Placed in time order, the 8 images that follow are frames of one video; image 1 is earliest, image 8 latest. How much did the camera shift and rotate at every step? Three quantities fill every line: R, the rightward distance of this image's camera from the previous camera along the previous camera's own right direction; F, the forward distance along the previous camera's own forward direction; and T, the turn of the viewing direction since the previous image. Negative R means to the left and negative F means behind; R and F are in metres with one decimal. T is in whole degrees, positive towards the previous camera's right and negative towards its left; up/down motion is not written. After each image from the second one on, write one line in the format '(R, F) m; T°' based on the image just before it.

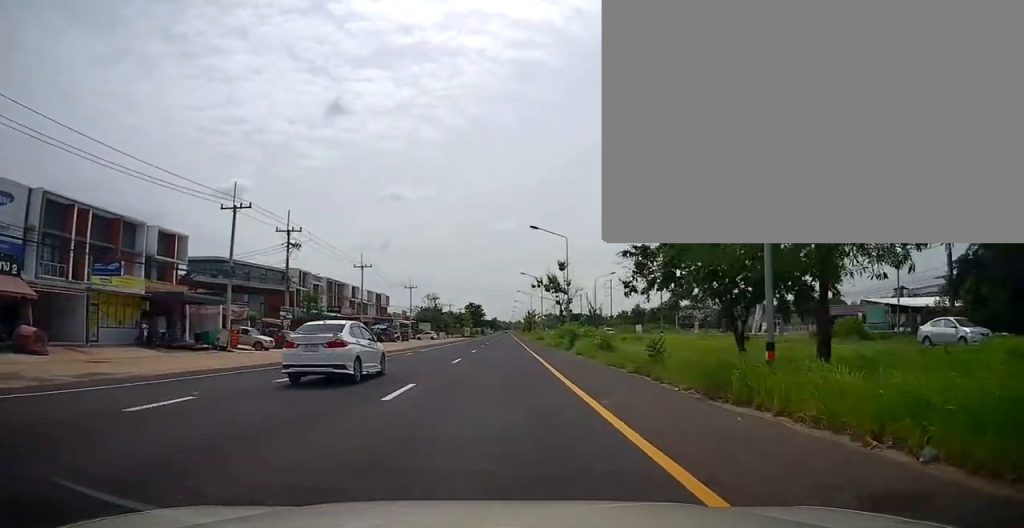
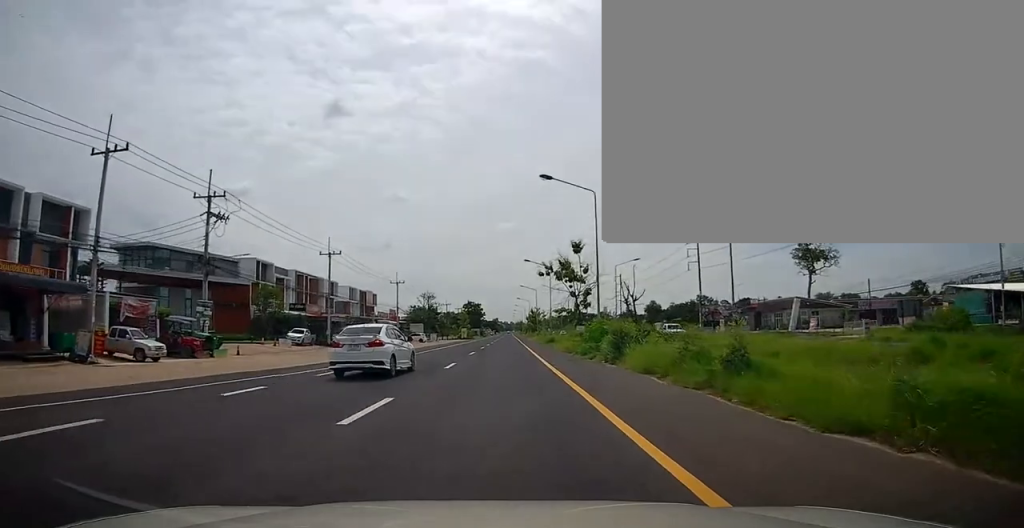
(+0.1, +14.6) m; 0°
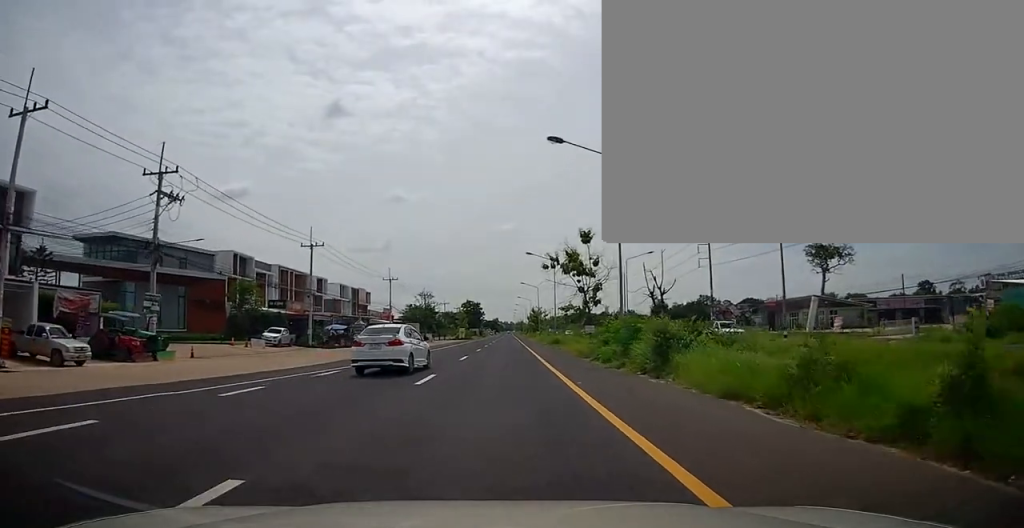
(0.0, +6.0) m; 0°
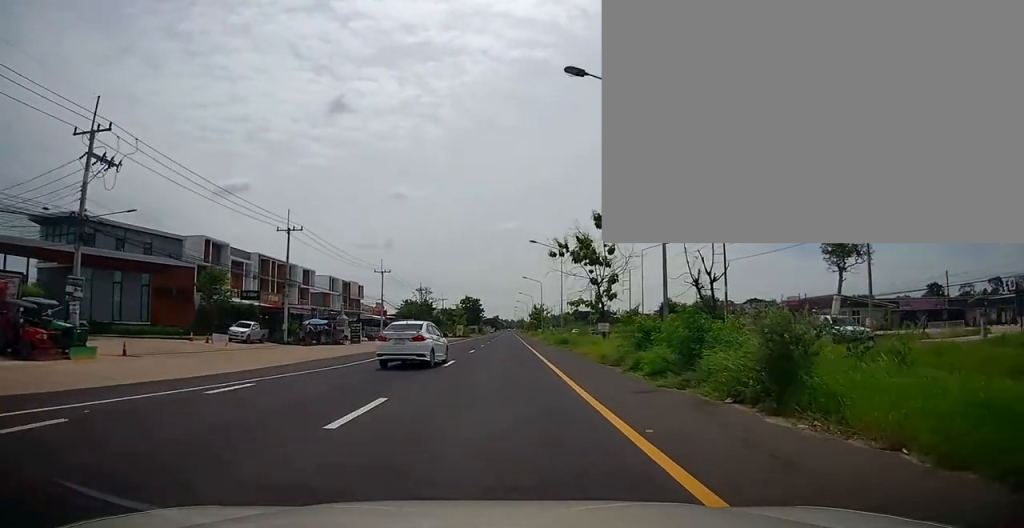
(0.0, +6.5) m; 0°
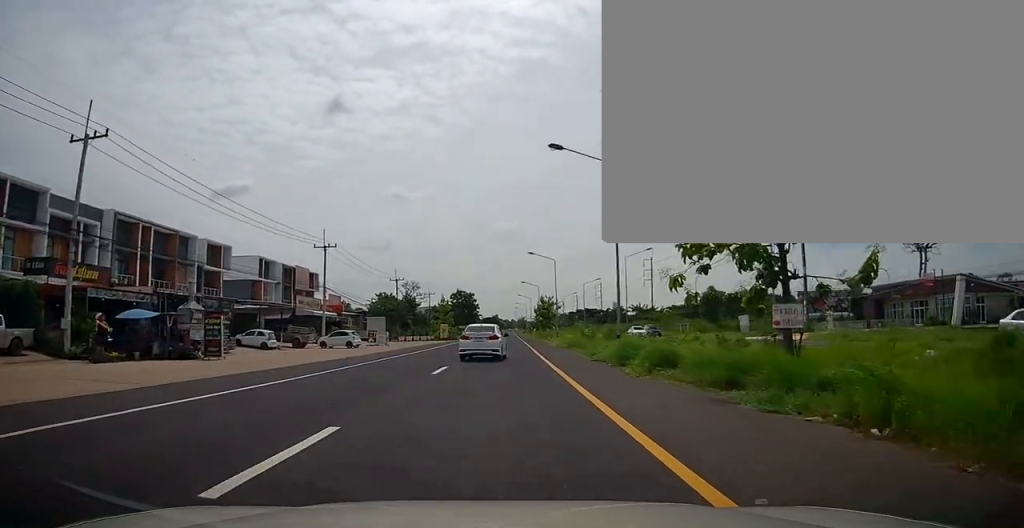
(-0.1, +27.0) m; 0°
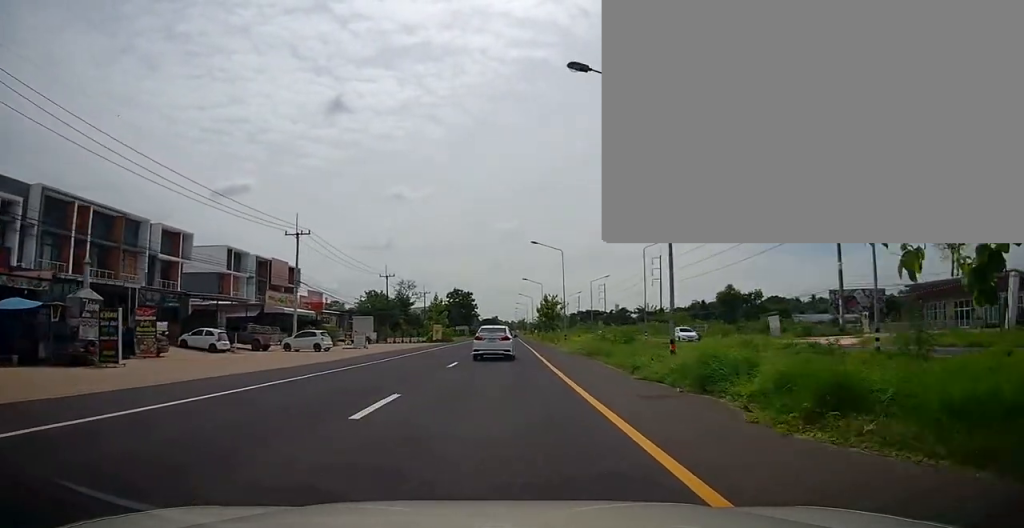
(0.0, +8.2) m; 0°
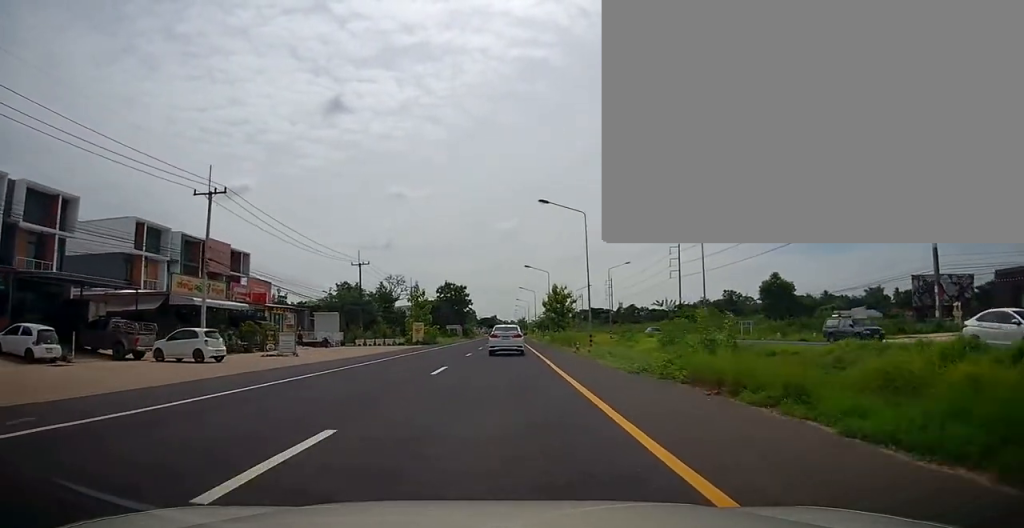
(0.0, +16.3) m; 0°
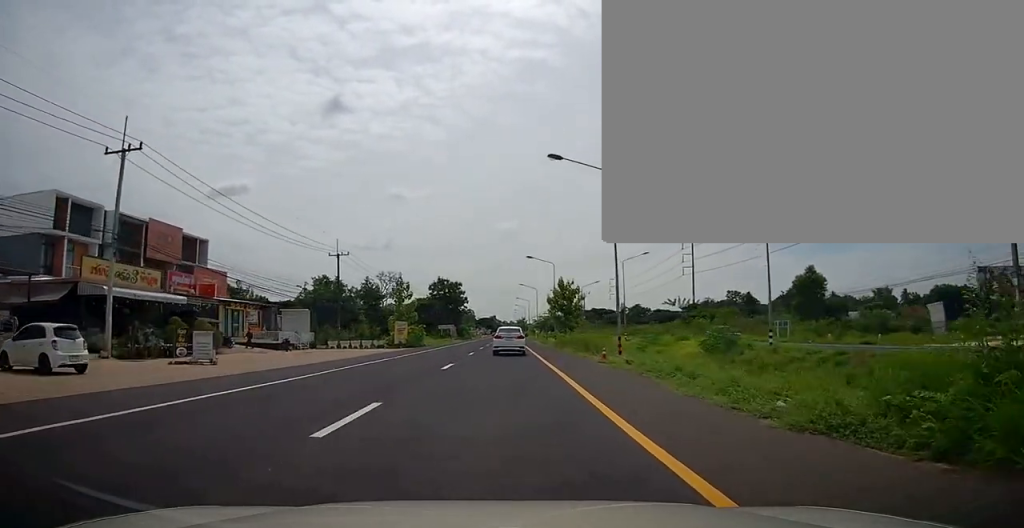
(0.0, +9.6) m; 0°
